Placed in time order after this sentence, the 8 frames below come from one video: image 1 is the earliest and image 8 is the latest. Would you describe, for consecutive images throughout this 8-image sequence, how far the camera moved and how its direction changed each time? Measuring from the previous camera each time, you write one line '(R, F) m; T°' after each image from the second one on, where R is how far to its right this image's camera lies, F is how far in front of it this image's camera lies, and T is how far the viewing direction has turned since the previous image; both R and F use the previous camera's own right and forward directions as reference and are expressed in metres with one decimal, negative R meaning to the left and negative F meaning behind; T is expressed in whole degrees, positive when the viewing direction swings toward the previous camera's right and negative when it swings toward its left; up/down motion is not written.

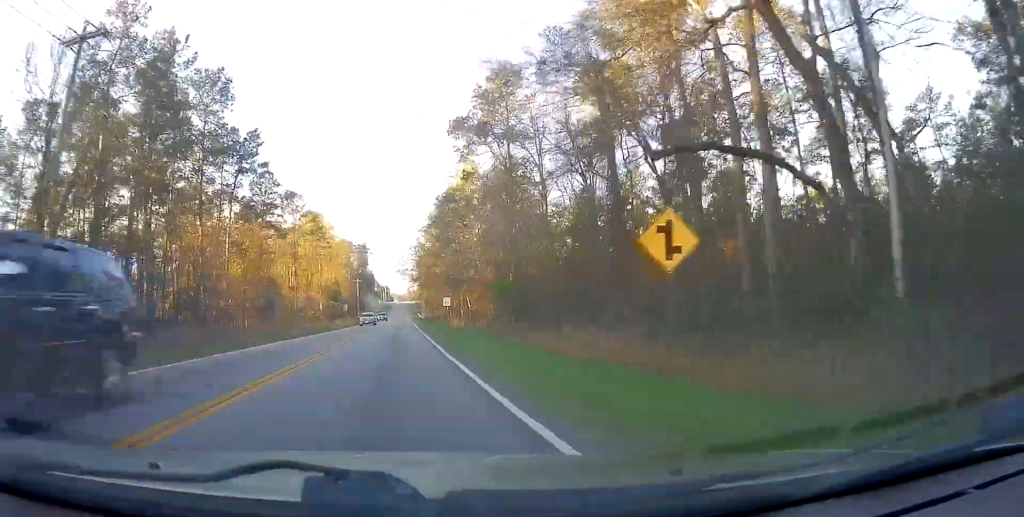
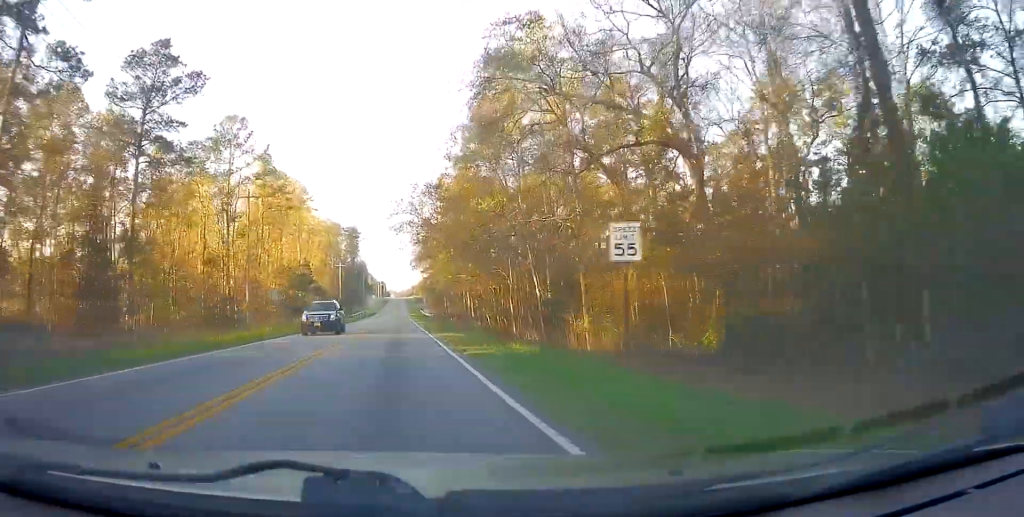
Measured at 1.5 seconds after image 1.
(+0.8, +43.7) m; +2°
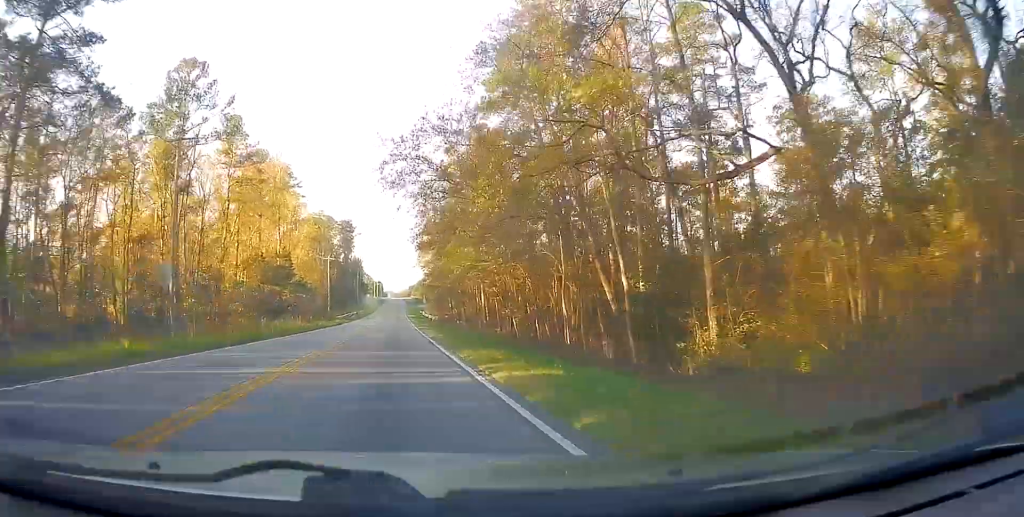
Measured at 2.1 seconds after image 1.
(+0.2, +16.6) m; 0°
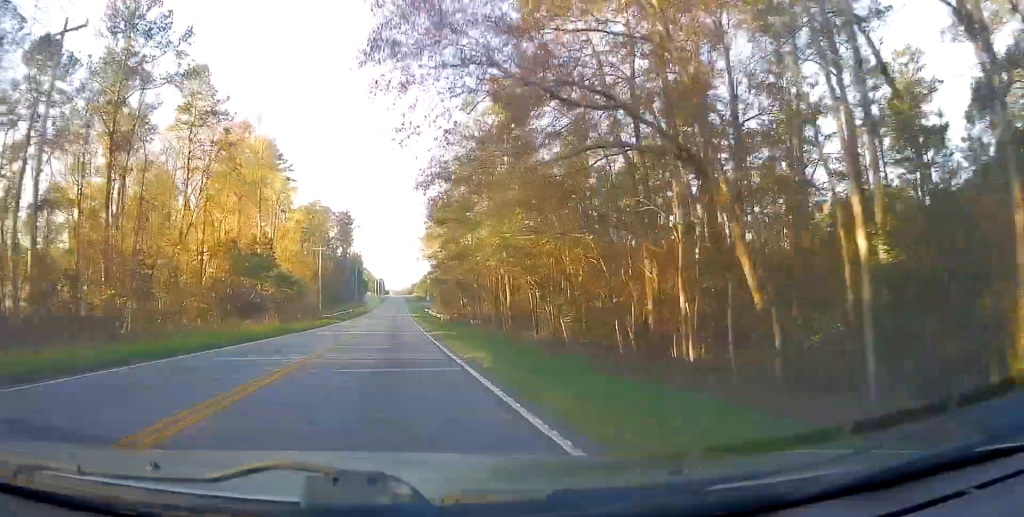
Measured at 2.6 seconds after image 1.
(0.0, +14.2) m; 0°
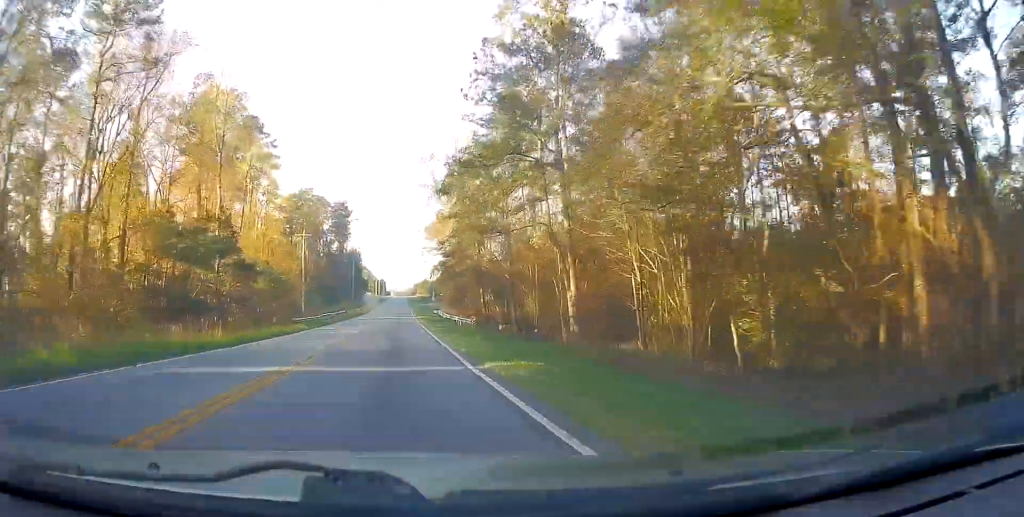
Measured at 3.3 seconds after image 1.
(+0.1, +19.0) m; -1°
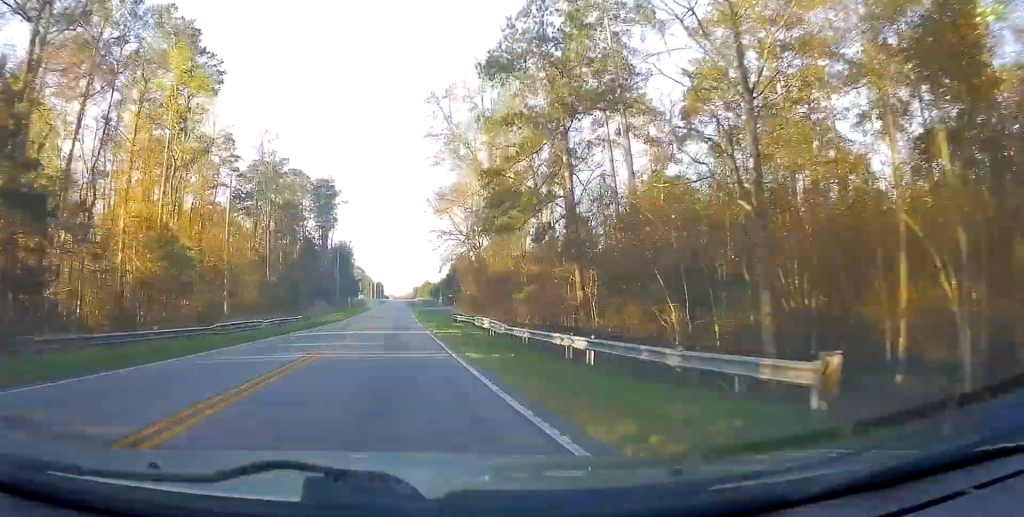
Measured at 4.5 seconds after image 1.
(-0.2, +34.9) m; +1°
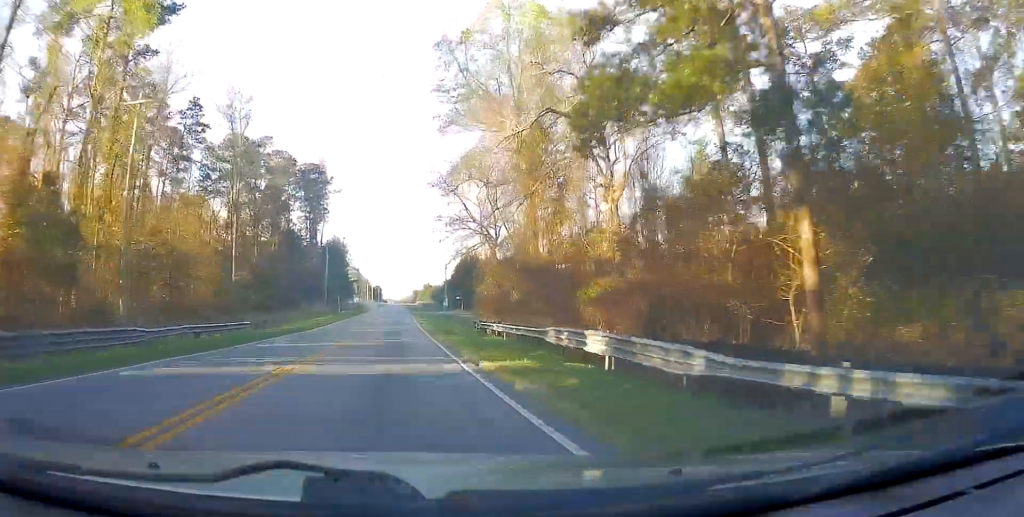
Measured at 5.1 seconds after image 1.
(+0.6, +17.4) m; -1°
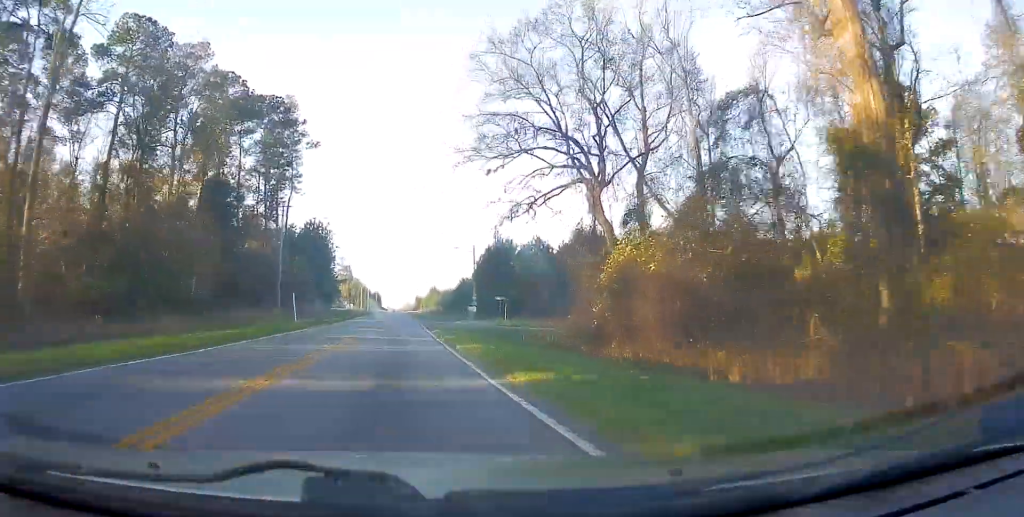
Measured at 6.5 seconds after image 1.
(-1.5, +41.1) m; -2°
